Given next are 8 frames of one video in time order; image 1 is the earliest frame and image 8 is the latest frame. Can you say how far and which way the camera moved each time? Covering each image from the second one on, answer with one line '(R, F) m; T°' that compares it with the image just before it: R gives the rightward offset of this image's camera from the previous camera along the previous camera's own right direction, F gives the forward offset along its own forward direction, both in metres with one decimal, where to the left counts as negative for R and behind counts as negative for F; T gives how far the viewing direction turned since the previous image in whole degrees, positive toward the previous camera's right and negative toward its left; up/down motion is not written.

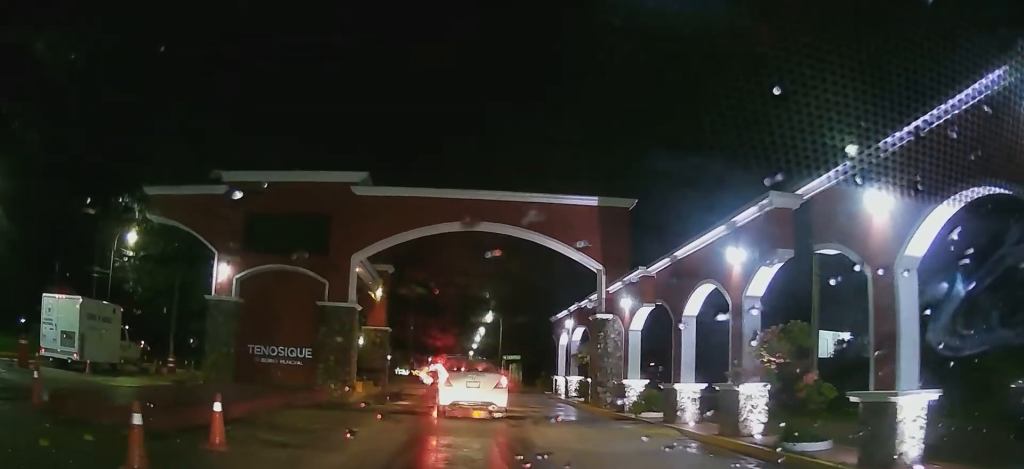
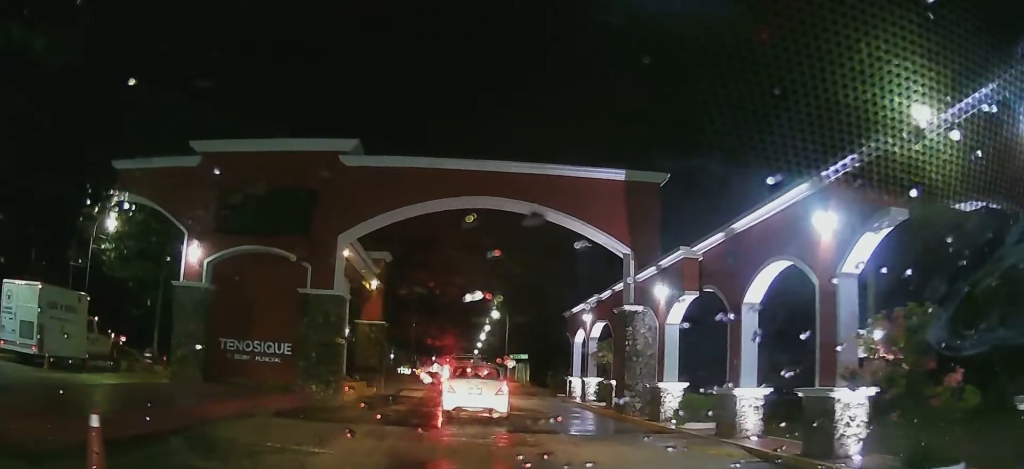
(0.0, +1.4) m; -2°
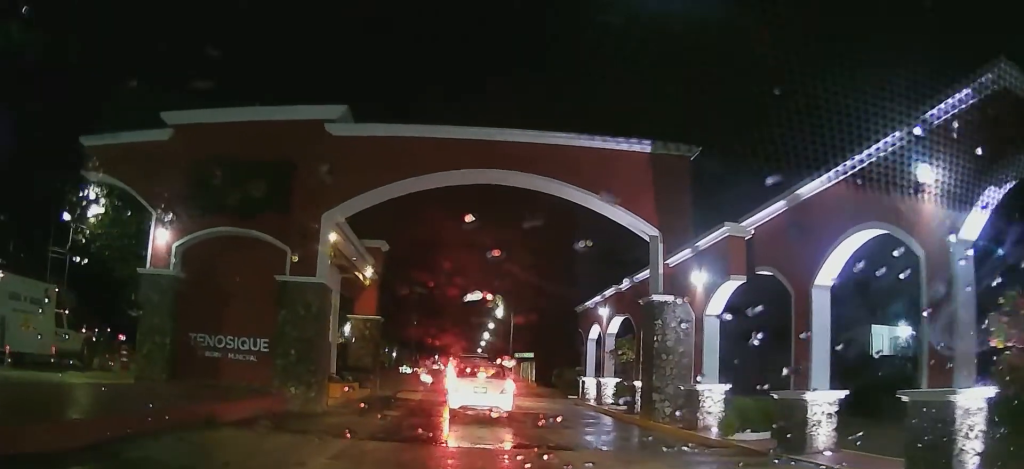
(0.0, +1.9) m; -1°
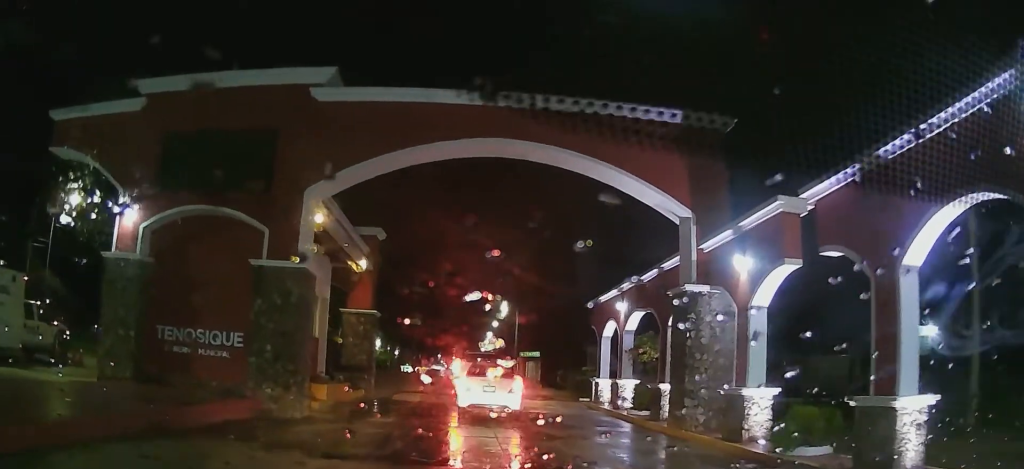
(0.0, +2.2) m; 0°
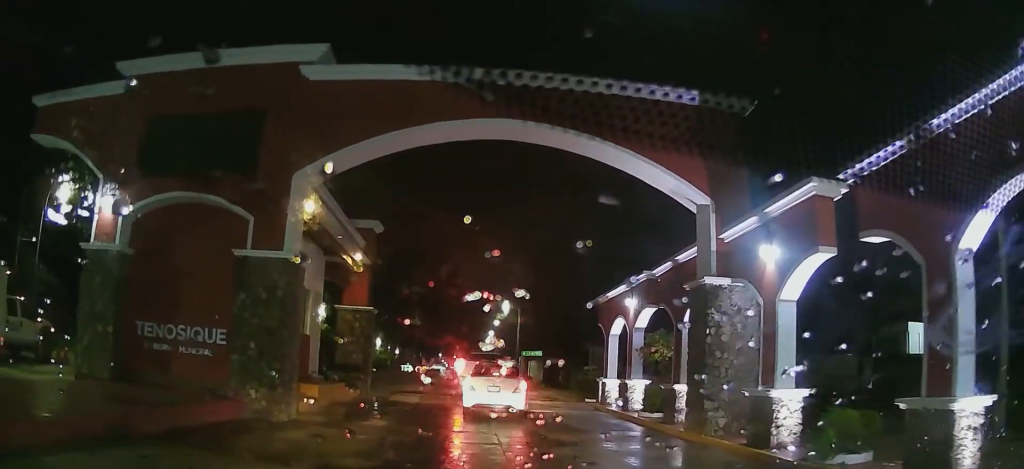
(0.0, +1.2) m; 0°
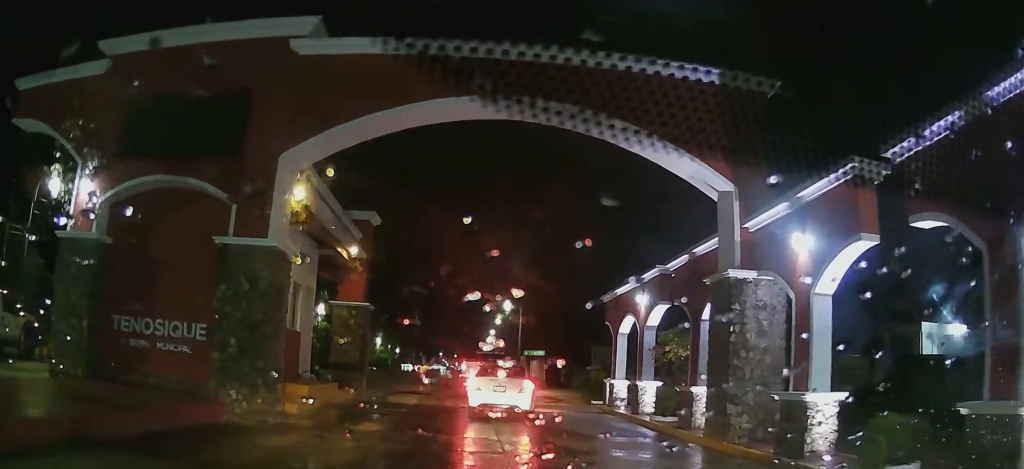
(0.0, +1.2) m; 0°
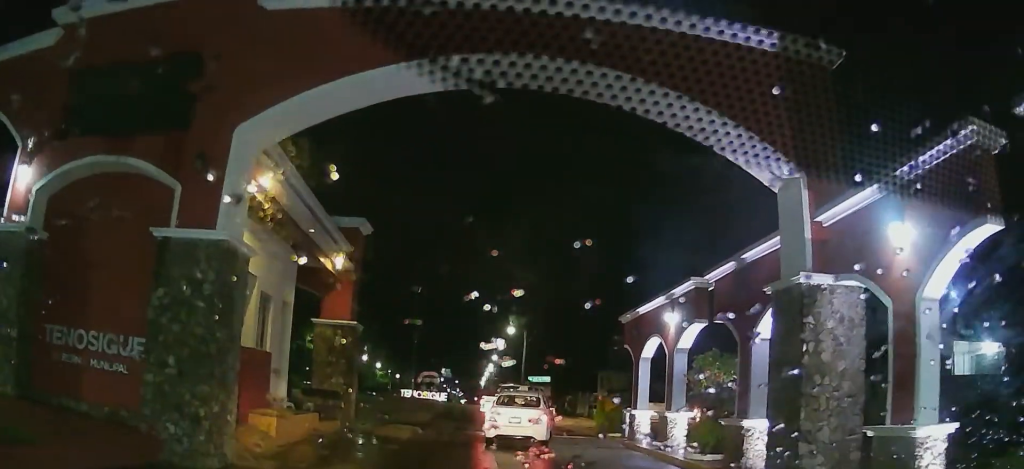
(0.0, +3.2) m; 0°
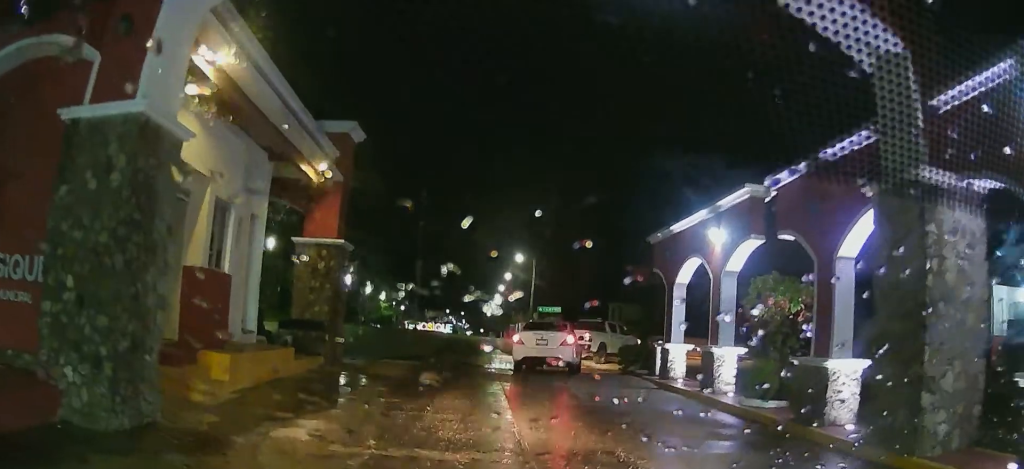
(0.0, +3.4) m; 0°
